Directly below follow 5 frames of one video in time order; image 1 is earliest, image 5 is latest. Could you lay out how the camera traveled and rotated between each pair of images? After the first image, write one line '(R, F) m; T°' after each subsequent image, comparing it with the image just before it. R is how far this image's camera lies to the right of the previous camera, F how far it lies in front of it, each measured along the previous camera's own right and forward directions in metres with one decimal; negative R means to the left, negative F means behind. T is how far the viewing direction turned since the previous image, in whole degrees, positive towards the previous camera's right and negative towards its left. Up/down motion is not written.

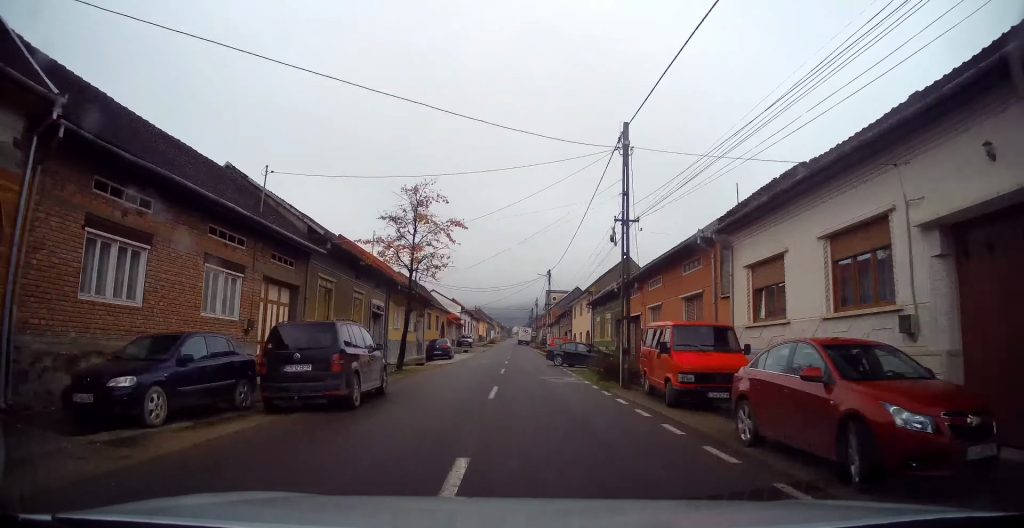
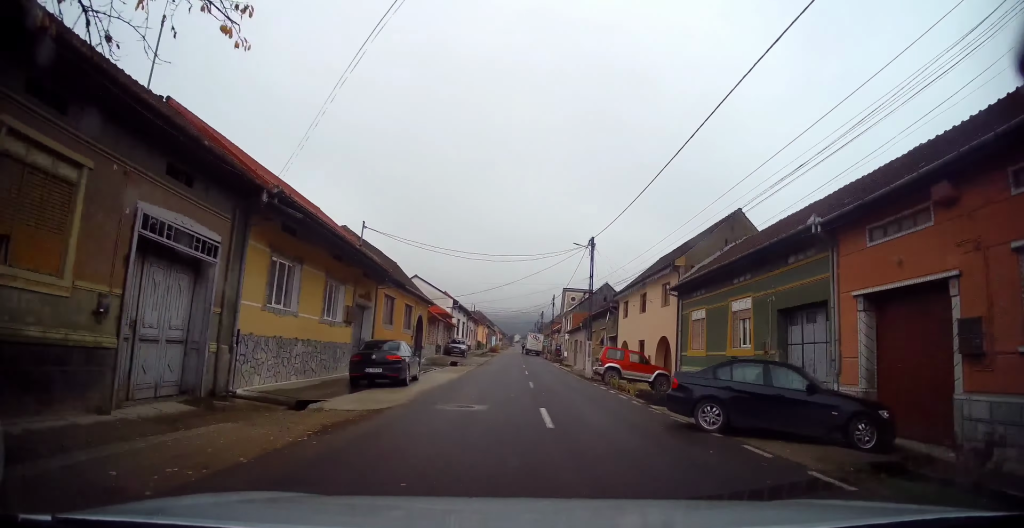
(-0.1, +20.7) m; 0°
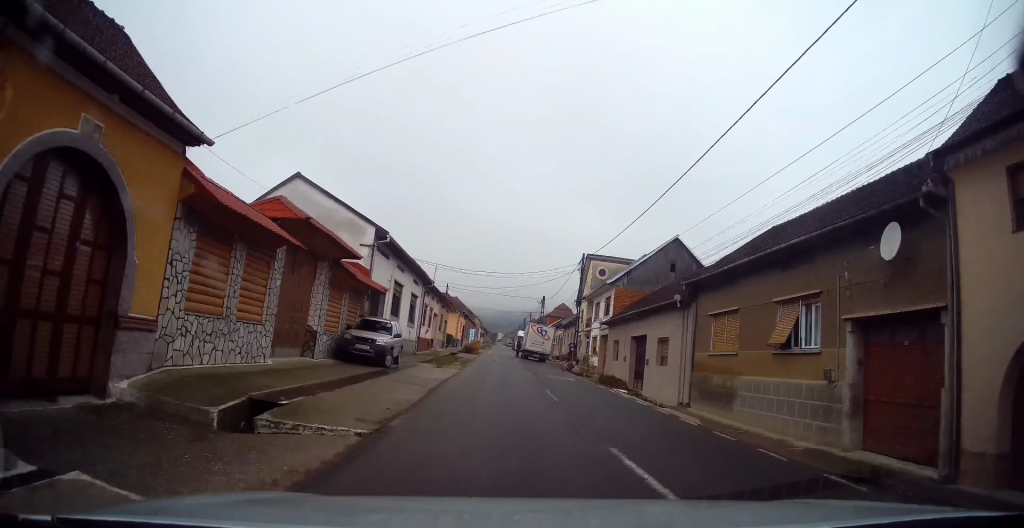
(+0.6, +31.3) m; +3°
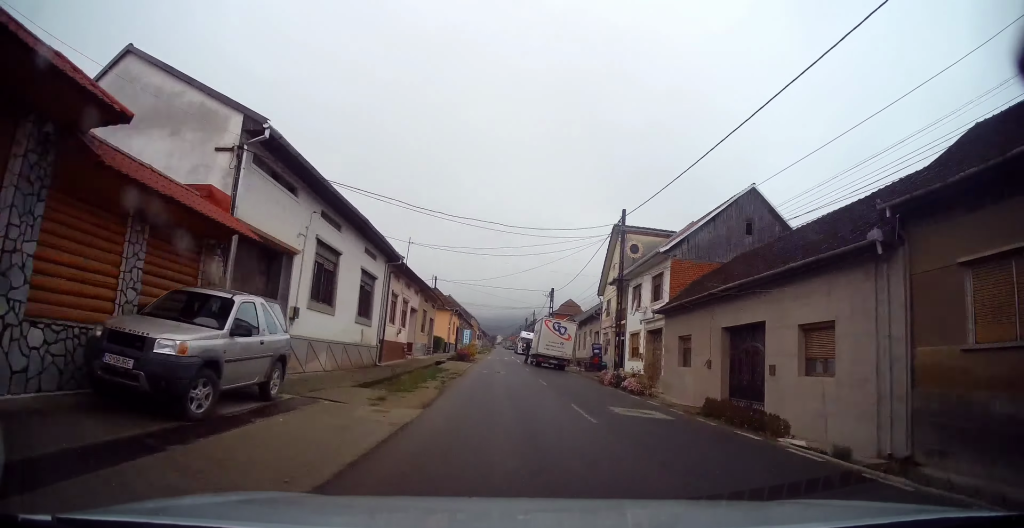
(+0.2, +12.3) m; -1°
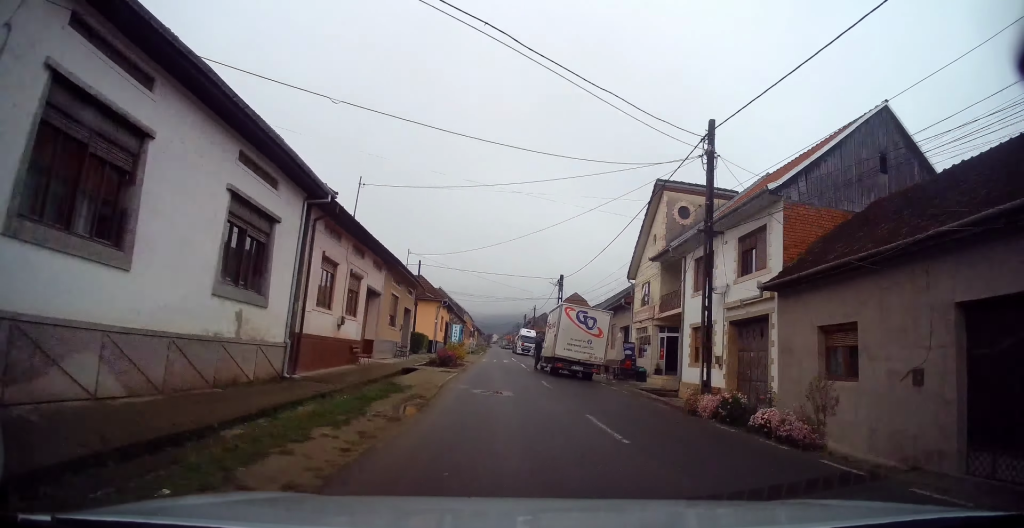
(-0.2, +10.5) m; 0°
